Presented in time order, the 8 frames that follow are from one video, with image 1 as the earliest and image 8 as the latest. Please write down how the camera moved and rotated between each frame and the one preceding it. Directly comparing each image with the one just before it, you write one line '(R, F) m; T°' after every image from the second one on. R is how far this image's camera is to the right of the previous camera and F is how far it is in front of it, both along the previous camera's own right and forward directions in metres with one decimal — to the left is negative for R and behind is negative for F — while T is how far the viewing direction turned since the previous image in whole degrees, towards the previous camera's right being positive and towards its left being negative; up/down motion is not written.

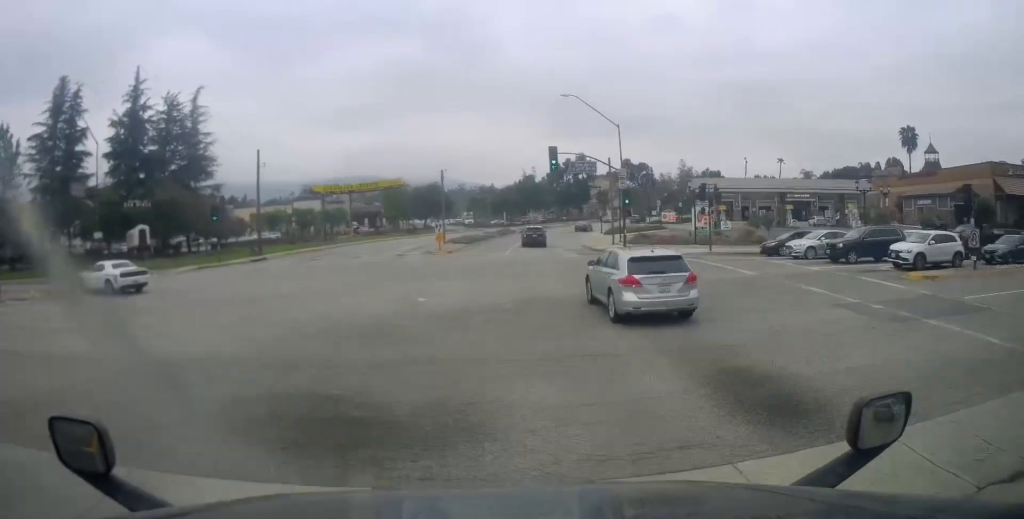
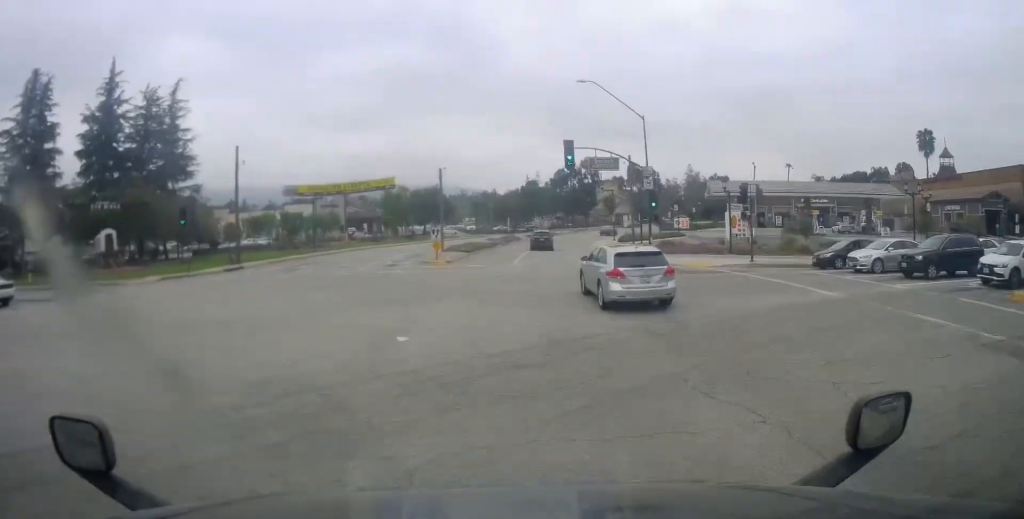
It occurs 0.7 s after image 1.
(+0.2, +6.1) m; 0°
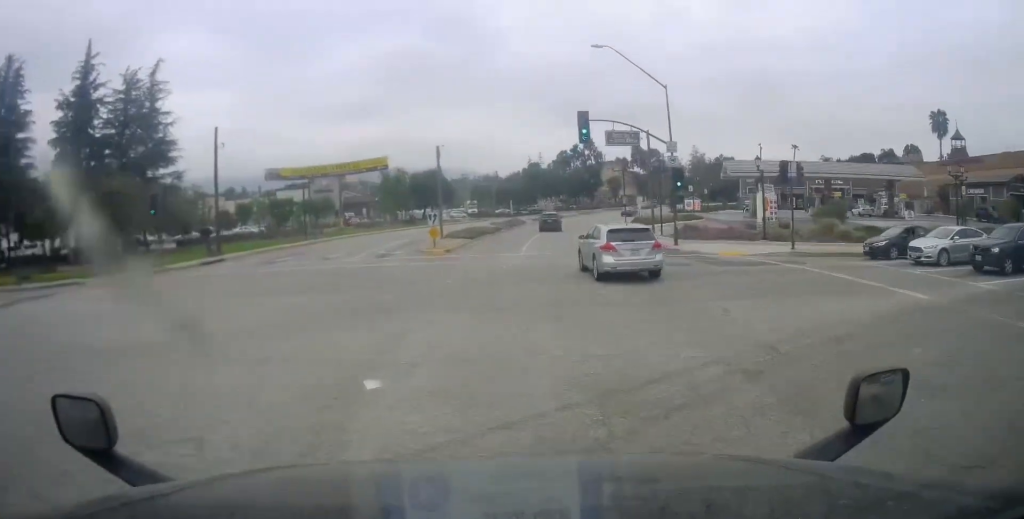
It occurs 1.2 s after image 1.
(-0.2, +4.3) m; 0°
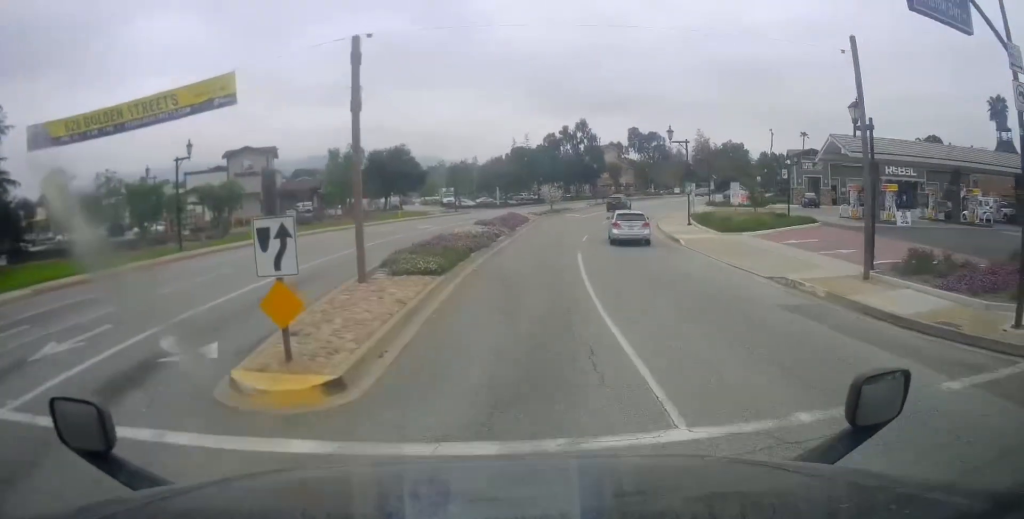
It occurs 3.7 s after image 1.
(-0.2, +22.5) m; 0°
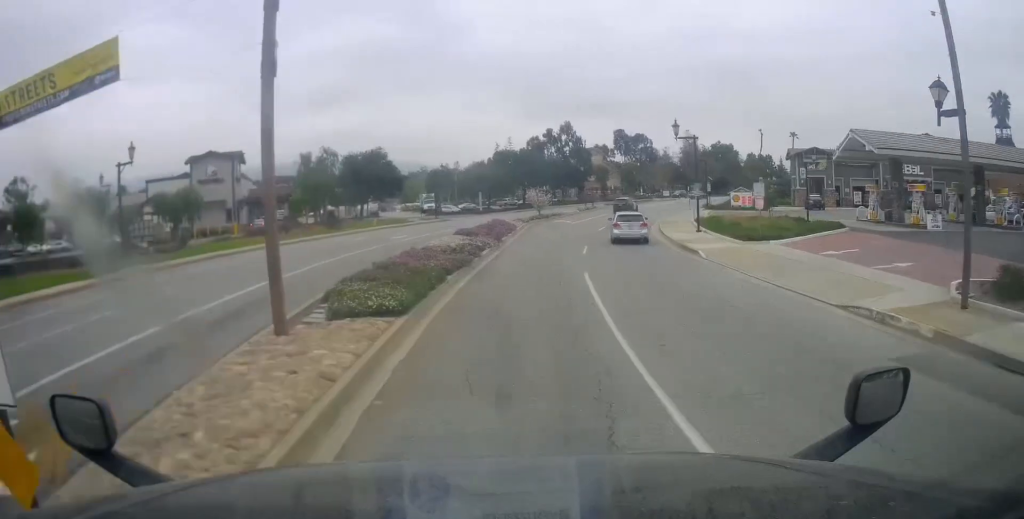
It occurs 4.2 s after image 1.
(+0.2, +4.6) m; +3°
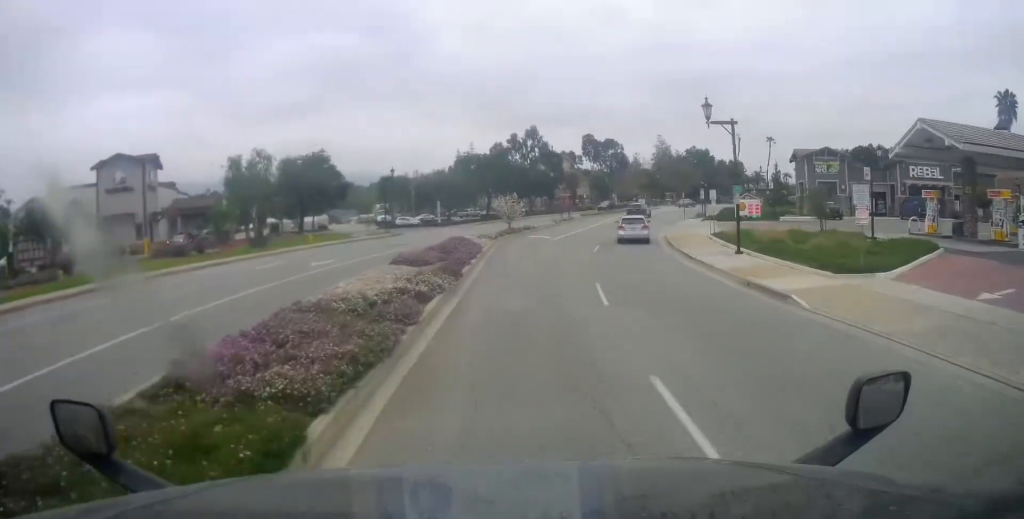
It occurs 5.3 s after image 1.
(+0.6, +9.9) m; +5°
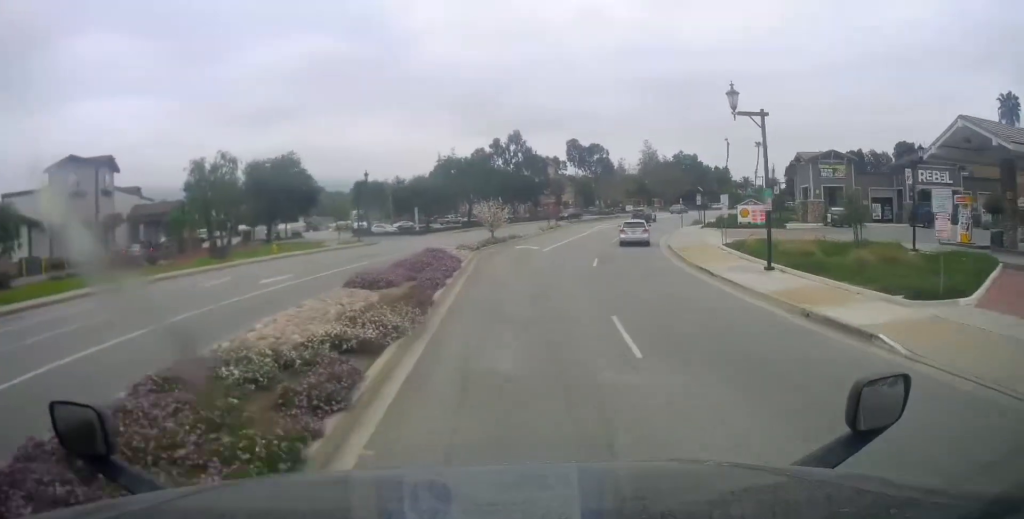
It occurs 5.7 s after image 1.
(+0.1, +4.3) m; +2°
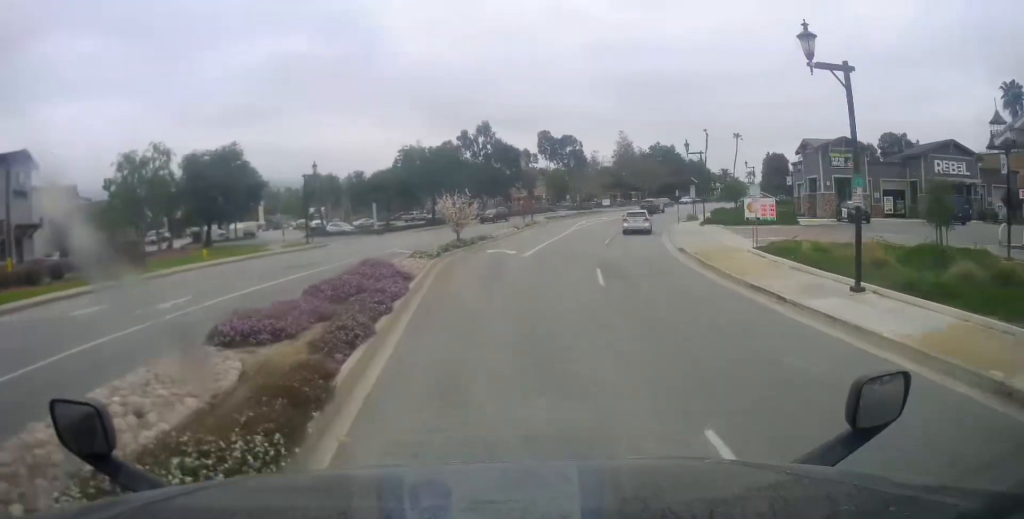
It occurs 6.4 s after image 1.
(0.0, +7.2) m; 0°
